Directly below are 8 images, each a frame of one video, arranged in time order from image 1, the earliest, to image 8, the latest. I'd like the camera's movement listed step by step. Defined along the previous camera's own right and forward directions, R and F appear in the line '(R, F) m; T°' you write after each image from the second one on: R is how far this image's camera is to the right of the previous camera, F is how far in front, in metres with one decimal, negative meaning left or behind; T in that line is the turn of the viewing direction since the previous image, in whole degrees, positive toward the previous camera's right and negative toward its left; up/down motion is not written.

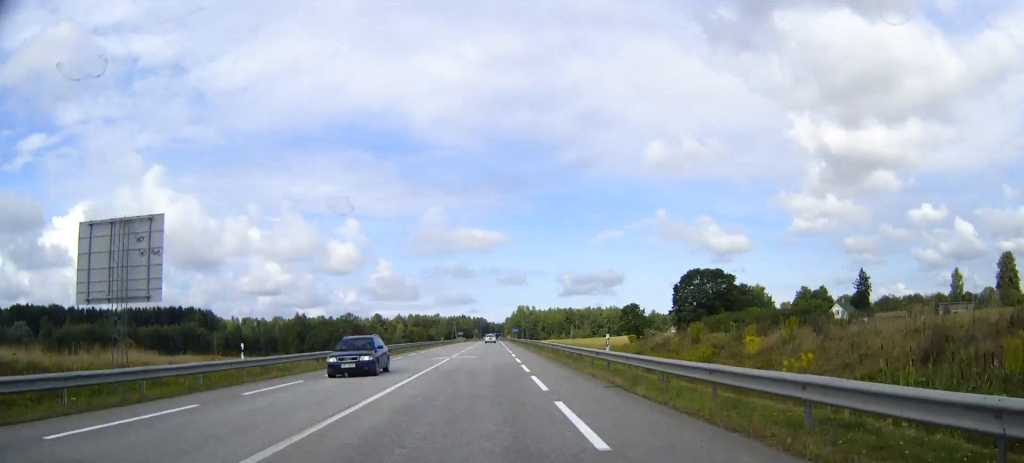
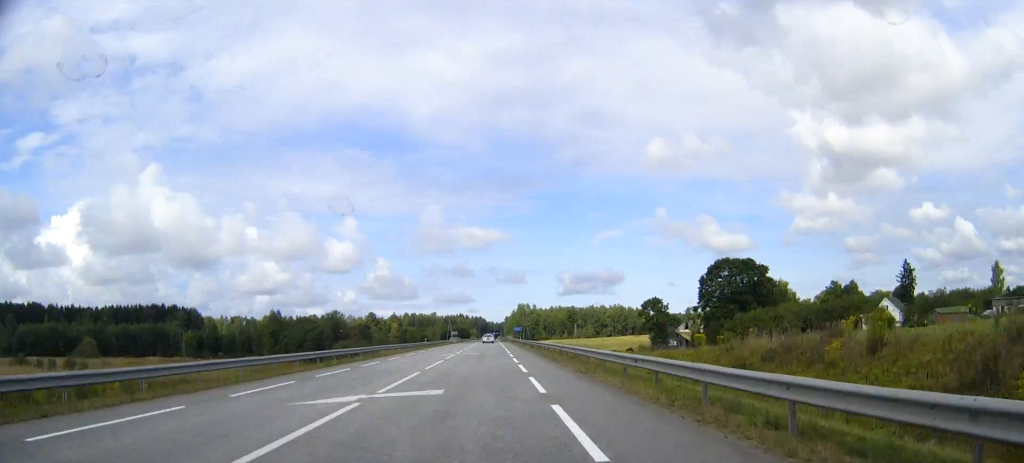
(0.0, +28.1) m; 0°
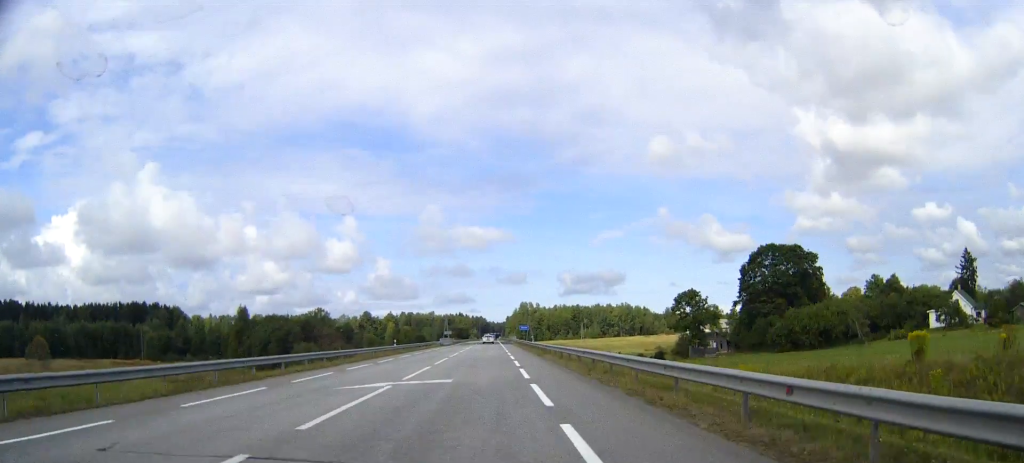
(+0.1, +31.2) m; 0°
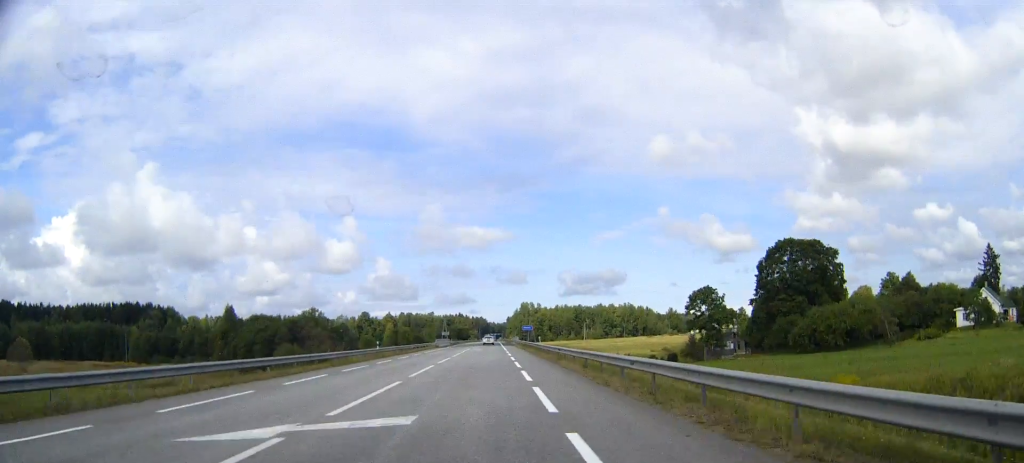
(0.0, +10.6) m; 0°
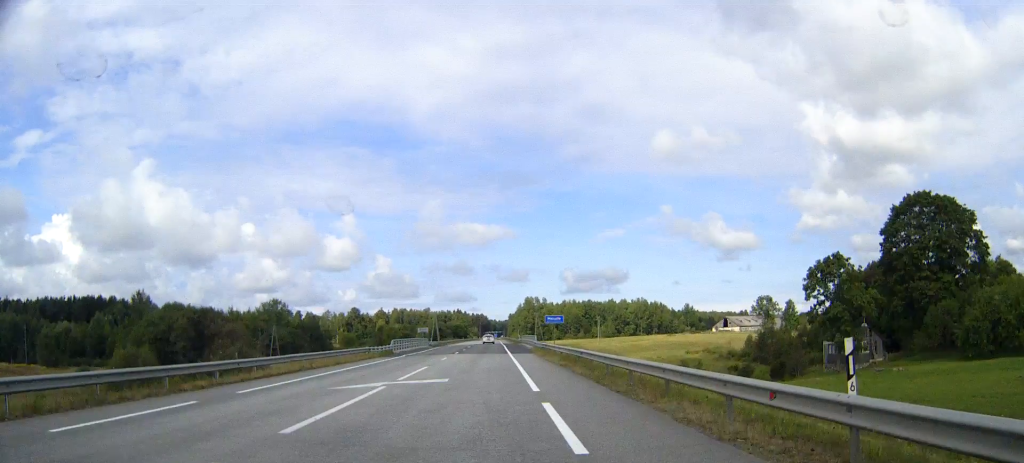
(-0.1, +53.8) m; 0°
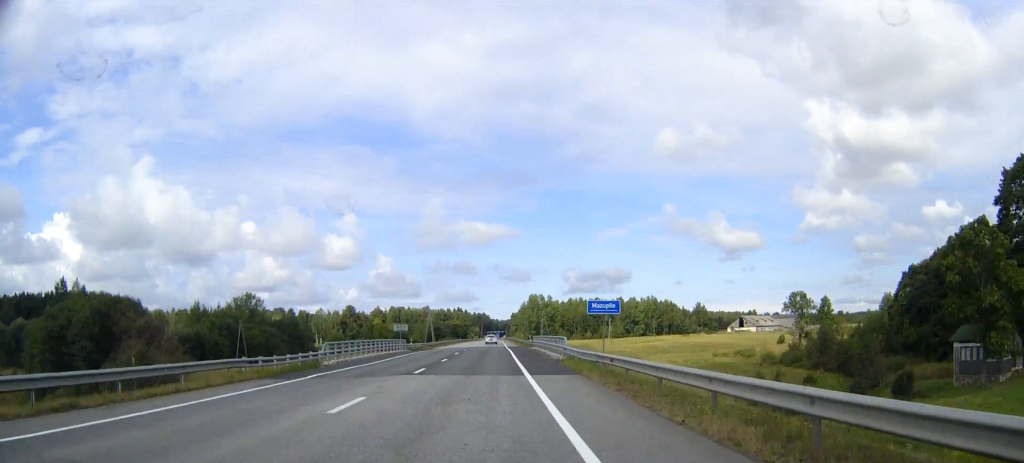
(0.0, +31.6) m; 0°
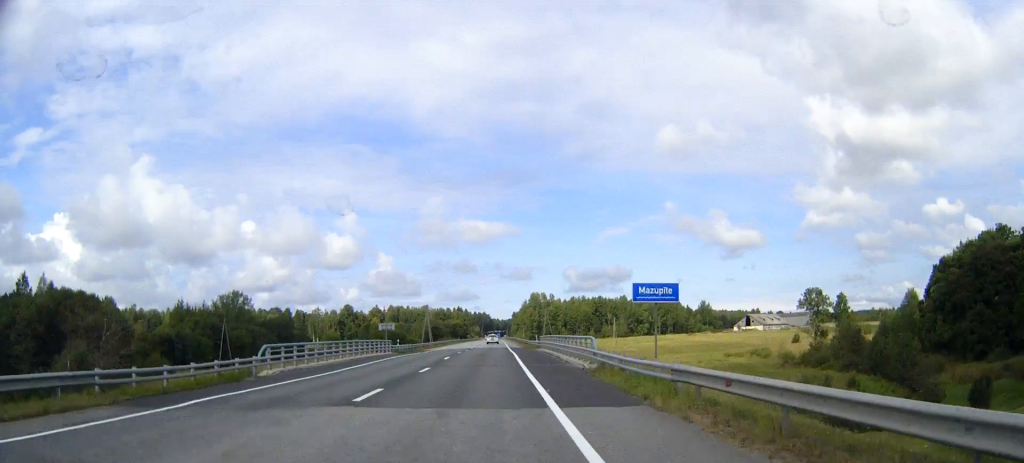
(0.0, +13.6) m; 0°
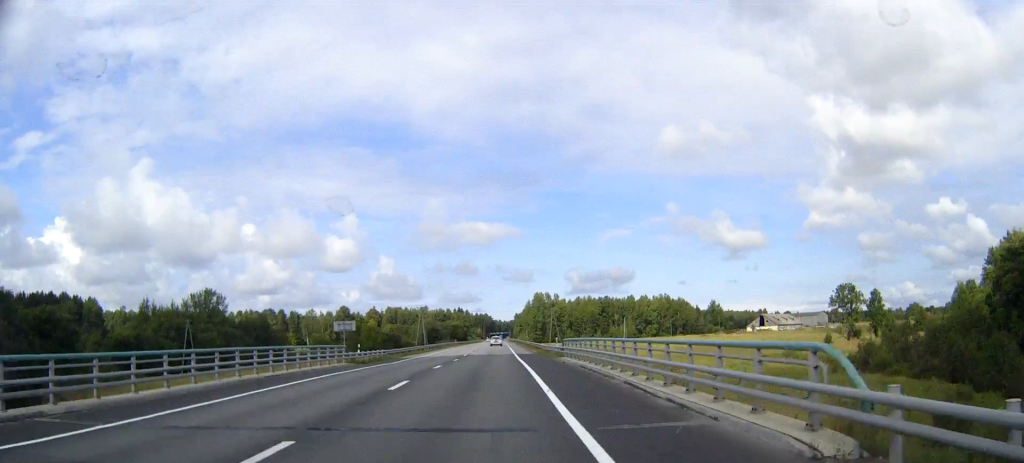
(0.0, +24.1) m; 0°
